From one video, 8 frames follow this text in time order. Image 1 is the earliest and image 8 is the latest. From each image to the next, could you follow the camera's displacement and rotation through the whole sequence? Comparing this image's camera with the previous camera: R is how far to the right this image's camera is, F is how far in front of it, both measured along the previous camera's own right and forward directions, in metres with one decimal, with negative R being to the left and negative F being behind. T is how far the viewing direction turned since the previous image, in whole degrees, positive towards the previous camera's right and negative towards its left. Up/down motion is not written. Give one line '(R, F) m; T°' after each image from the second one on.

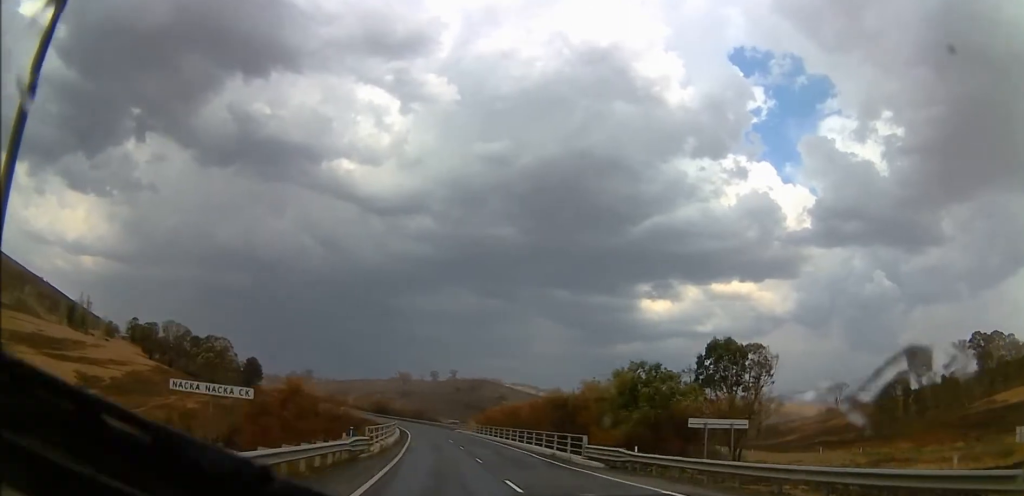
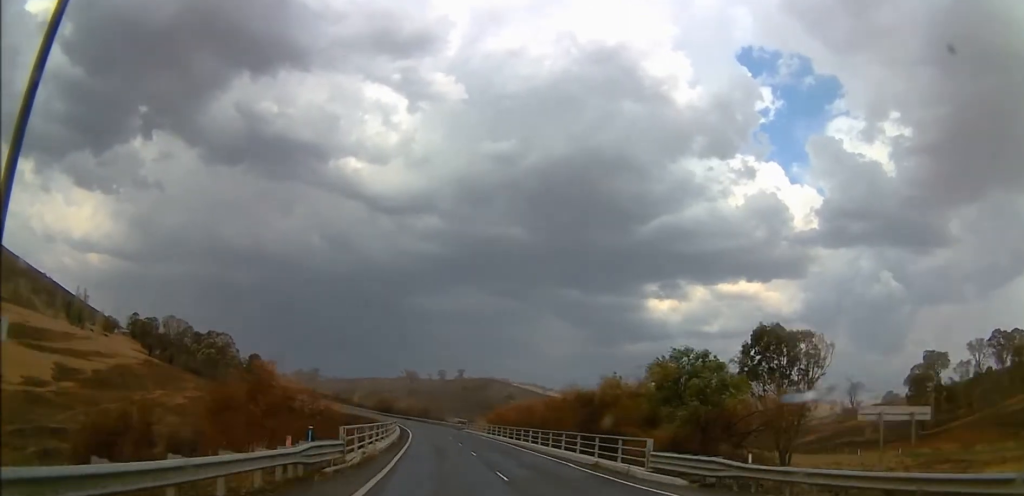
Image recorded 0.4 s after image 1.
(0.0, +8.0) m; -2°
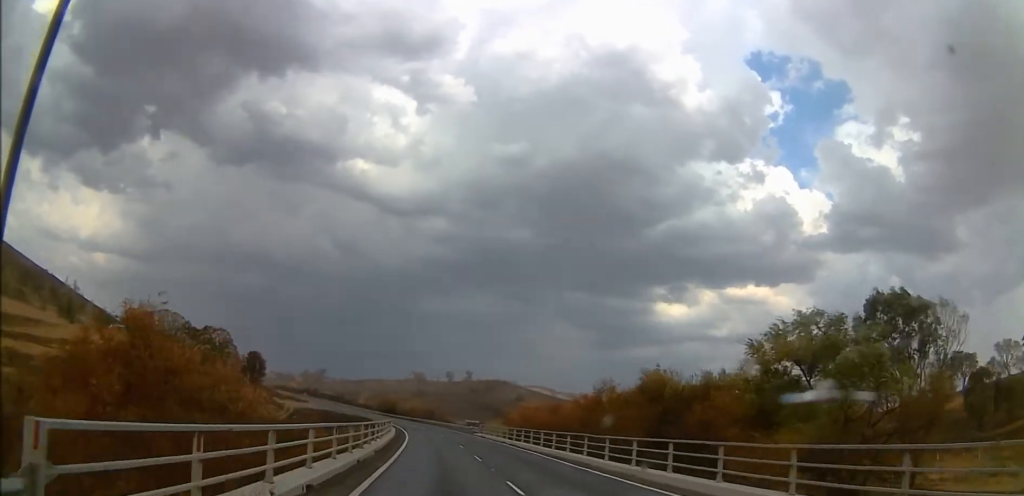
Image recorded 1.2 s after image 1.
(0.0, +15.9) m; -3°
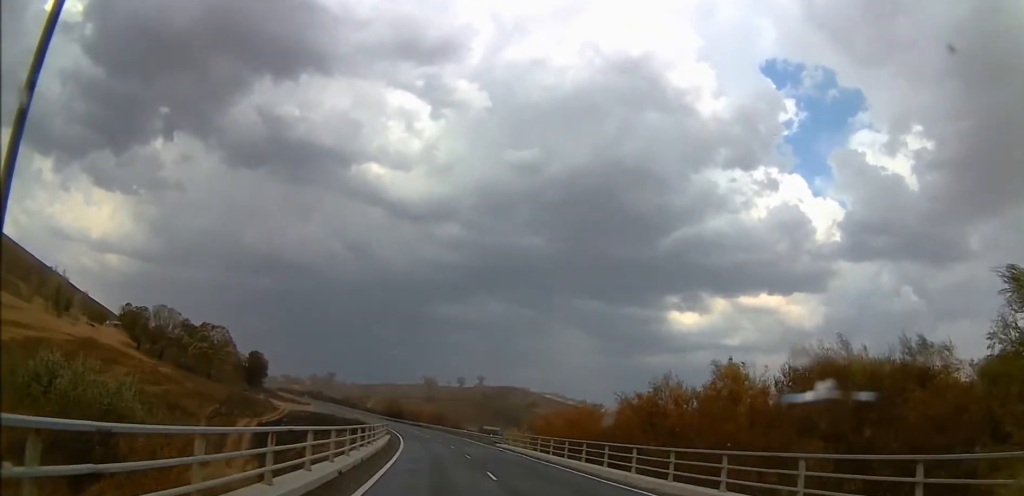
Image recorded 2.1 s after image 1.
(-1.2, +17.7) m; -2°
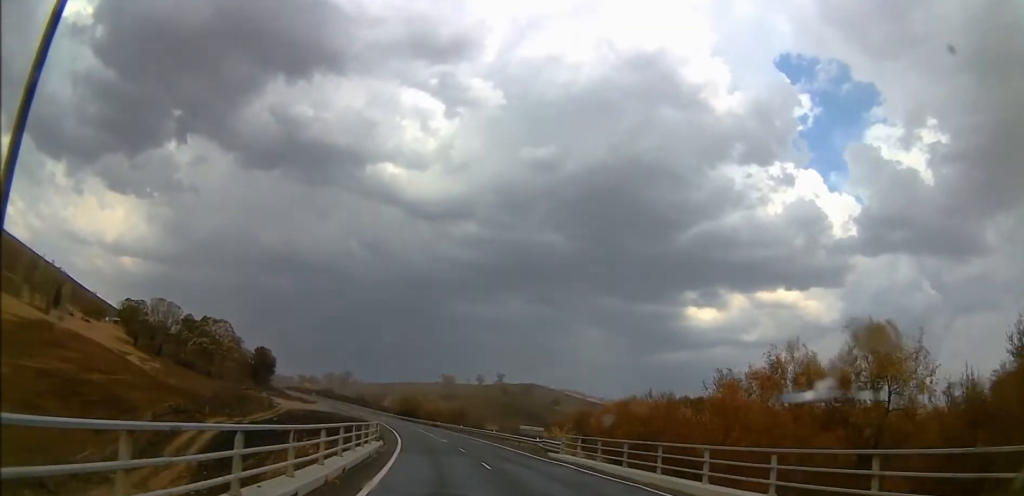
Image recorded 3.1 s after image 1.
(+0.5, +19.6) m; +3°
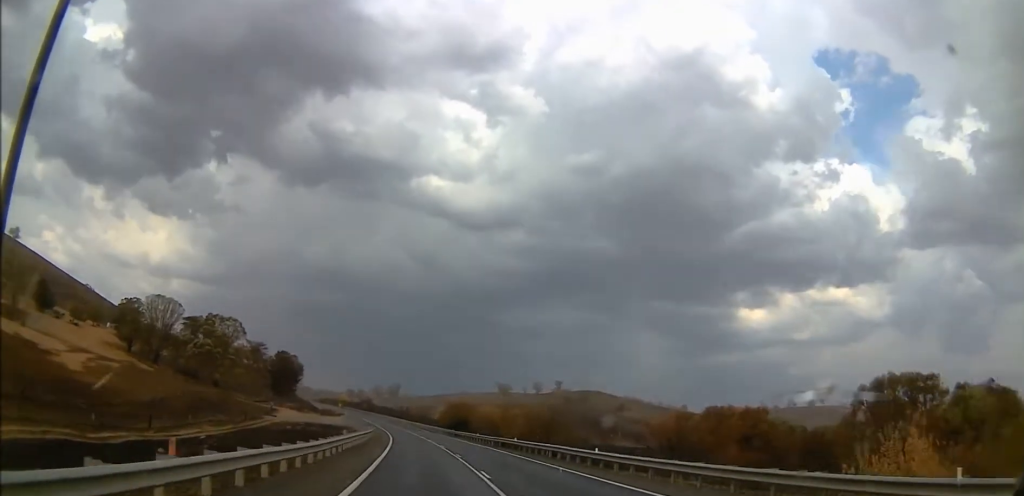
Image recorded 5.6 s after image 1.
(+1.3, +38.7) m; -13°
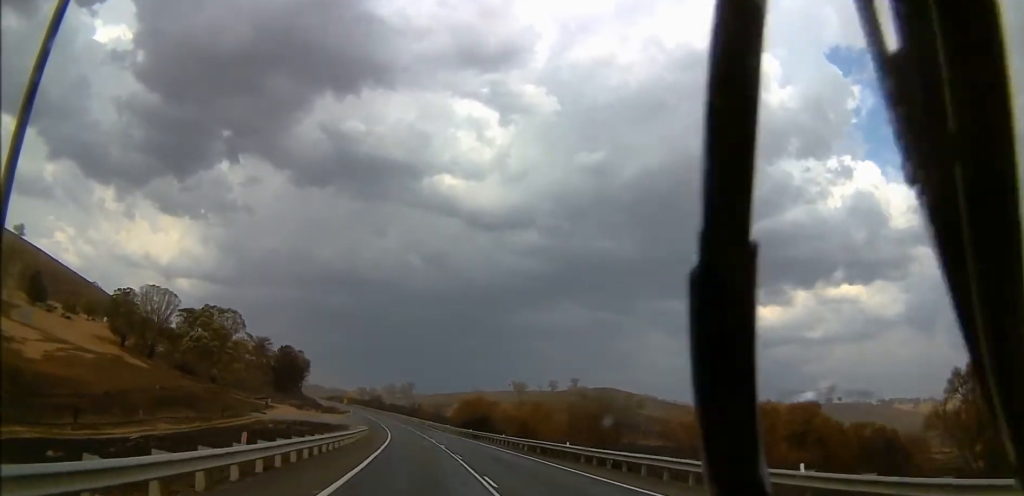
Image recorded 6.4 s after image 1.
(-1.8, +19.0) m; -2°
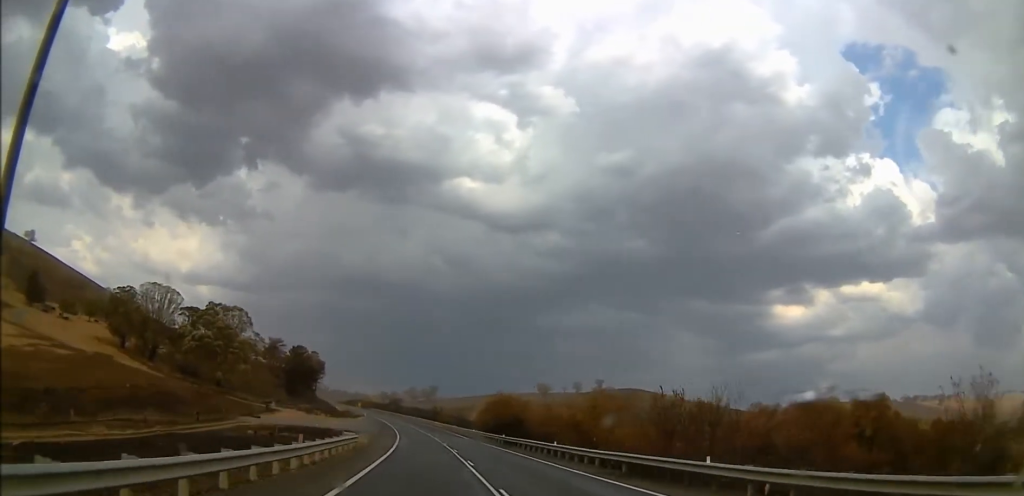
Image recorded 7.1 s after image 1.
(+1.7, +18.9) m; +4°
